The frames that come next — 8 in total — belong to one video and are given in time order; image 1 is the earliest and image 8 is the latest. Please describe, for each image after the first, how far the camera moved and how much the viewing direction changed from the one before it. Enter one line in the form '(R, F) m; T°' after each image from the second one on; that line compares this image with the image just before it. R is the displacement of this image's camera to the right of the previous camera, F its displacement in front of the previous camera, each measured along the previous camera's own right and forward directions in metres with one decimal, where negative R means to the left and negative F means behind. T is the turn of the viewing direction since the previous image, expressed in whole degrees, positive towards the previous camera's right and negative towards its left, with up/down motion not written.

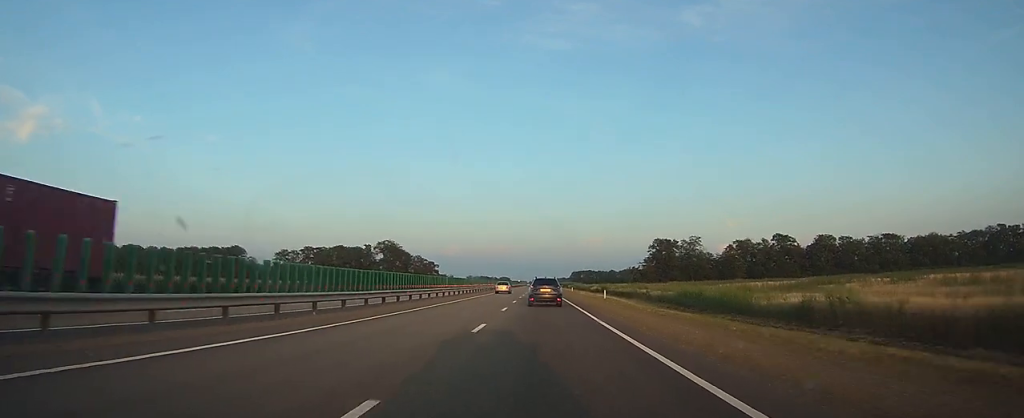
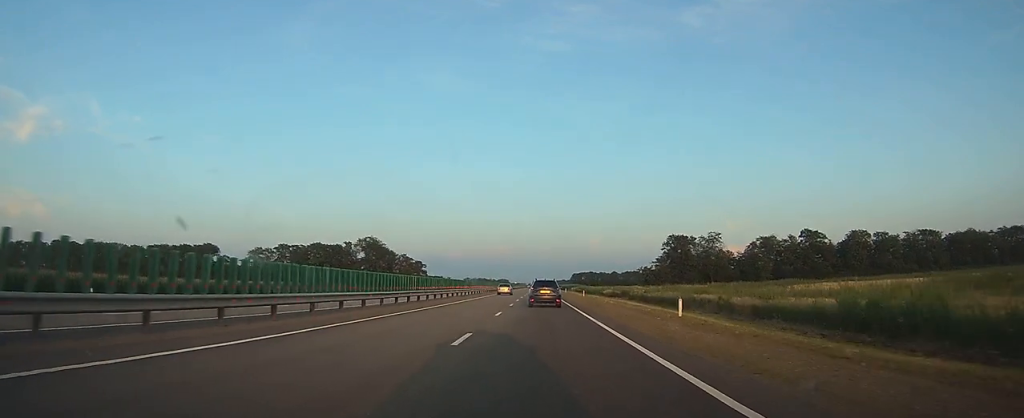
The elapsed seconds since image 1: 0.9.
(+0.1, +27.8) m; -1°
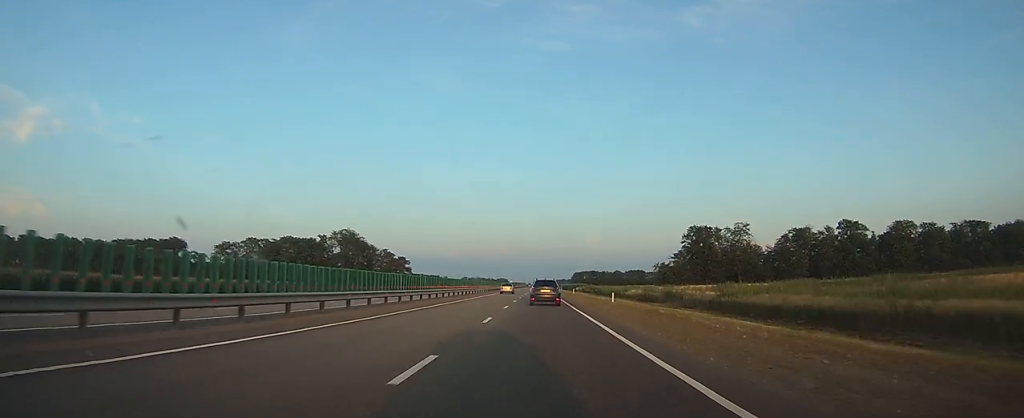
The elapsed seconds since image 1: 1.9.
(-0.3, +29.0) m; -1°
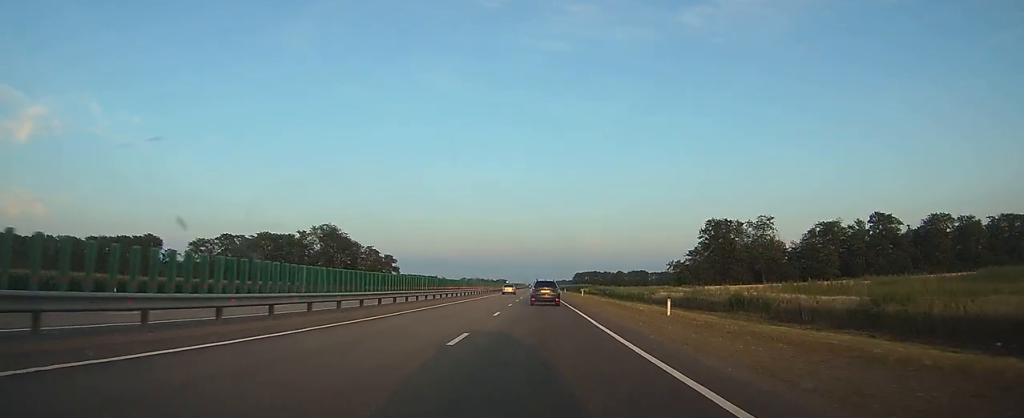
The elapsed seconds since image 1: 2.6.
(-0.1, +19.0) m; 0°
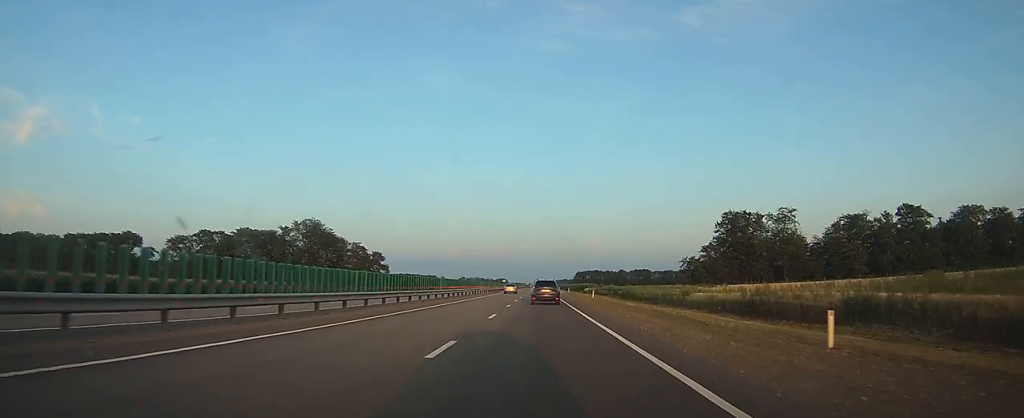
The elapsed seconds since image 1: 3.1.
(0.0, +14.1) m; 0°
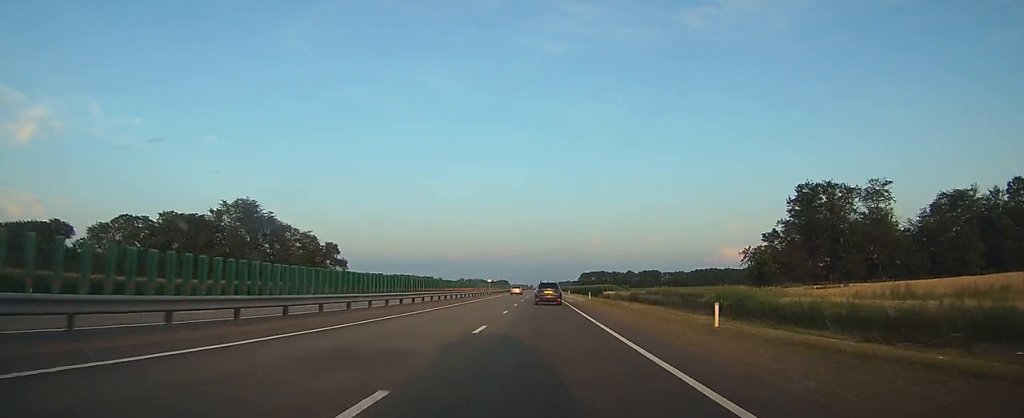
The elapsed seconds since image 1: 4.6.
(+0.3, +41.1) m; +1°
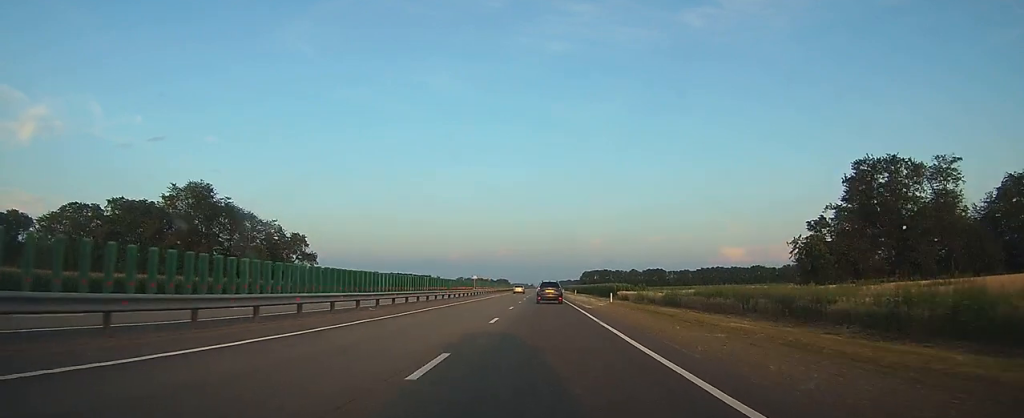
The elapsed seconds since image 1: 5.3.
(0.0, +19.6) m; 0°
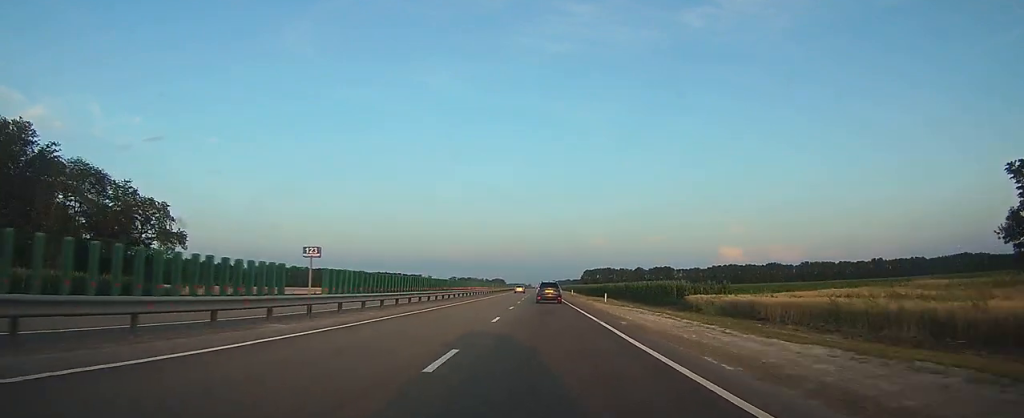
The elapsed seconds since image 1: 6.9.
(0.0, +45.9) m; 0°
